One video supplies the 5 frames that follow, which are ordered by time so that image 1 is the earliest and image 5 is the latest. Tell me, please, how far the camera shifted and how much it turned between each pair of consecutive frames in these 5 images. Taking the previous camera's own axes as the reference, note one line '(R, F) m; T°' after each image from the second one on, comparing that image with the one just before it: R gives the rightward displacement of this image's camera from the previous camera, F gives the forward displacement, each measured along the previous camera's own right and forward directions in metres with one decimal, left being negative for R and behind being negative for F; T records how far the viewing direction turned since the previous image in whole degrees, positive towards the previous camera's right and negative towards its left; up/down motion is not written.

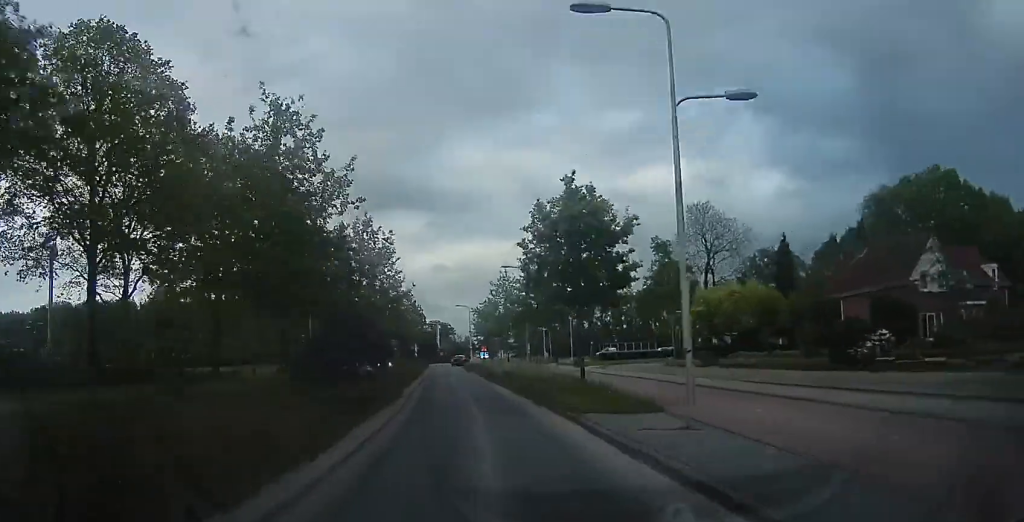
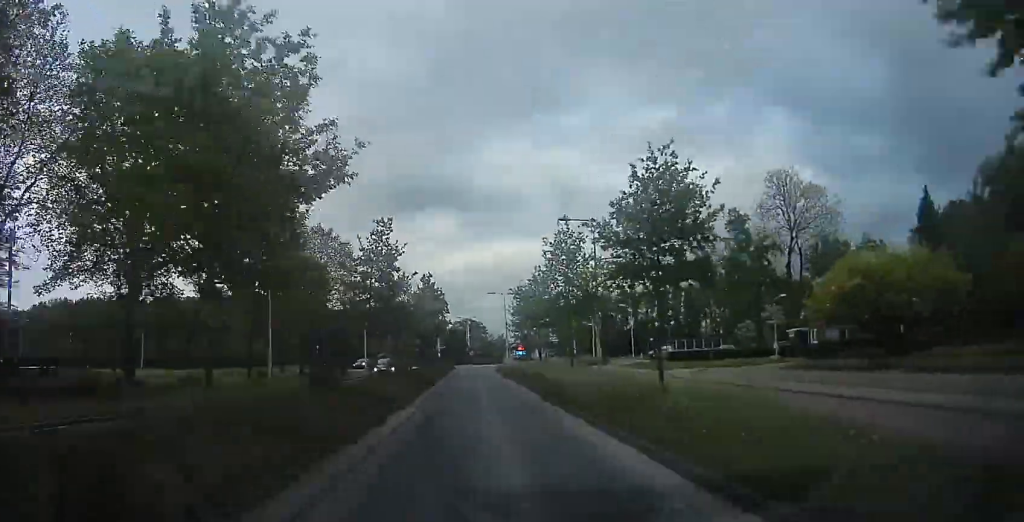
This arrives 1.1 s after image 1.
(-1.4, +15.6) m; -5°
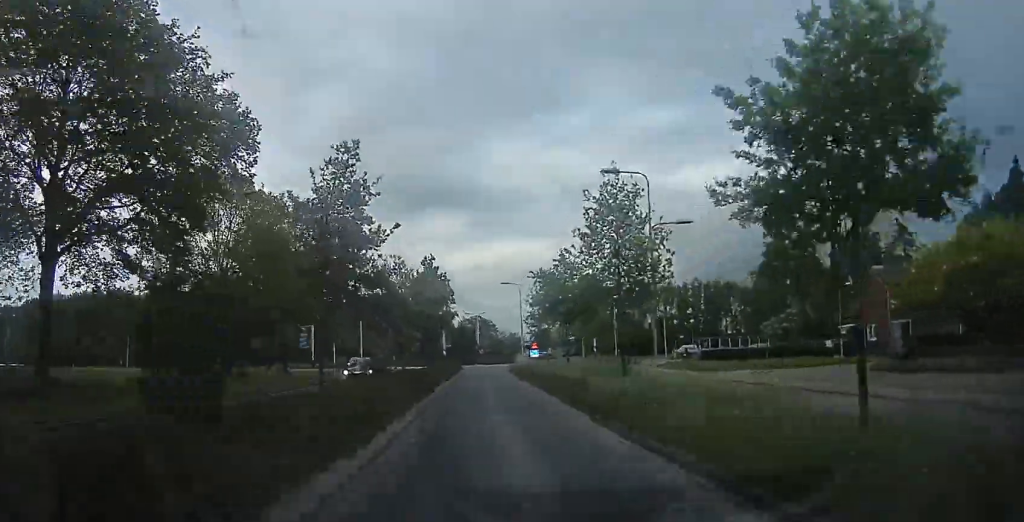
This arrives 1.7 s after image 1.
(0.0, +7.7) m; 0°
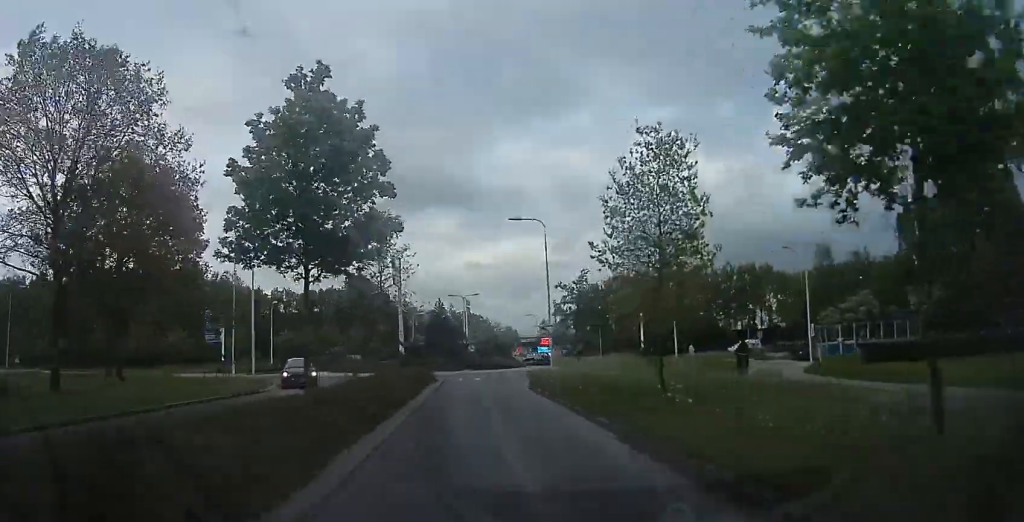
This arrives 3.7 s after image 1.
(-0.6, +26.4) m; -1°
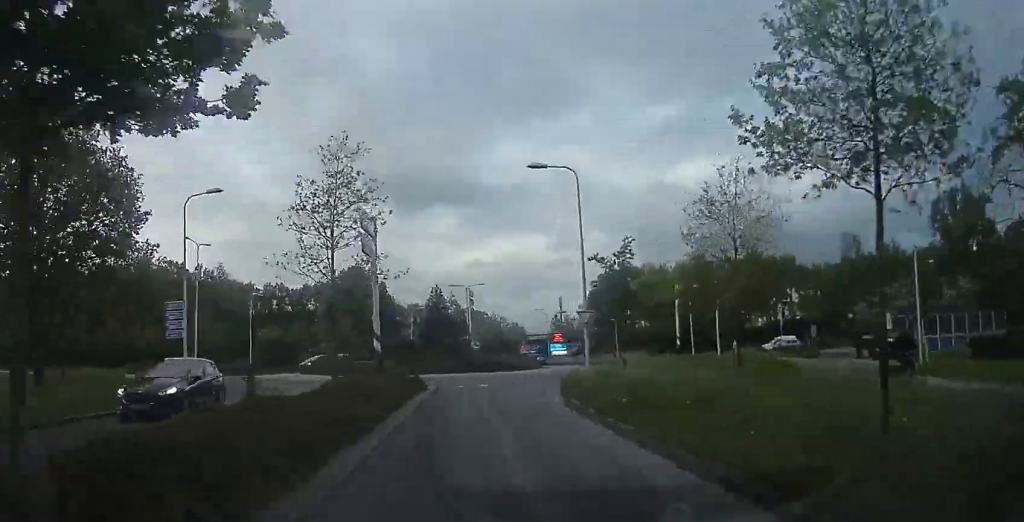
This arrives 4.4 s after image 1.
(+0.1, +8.6) m; +4°
